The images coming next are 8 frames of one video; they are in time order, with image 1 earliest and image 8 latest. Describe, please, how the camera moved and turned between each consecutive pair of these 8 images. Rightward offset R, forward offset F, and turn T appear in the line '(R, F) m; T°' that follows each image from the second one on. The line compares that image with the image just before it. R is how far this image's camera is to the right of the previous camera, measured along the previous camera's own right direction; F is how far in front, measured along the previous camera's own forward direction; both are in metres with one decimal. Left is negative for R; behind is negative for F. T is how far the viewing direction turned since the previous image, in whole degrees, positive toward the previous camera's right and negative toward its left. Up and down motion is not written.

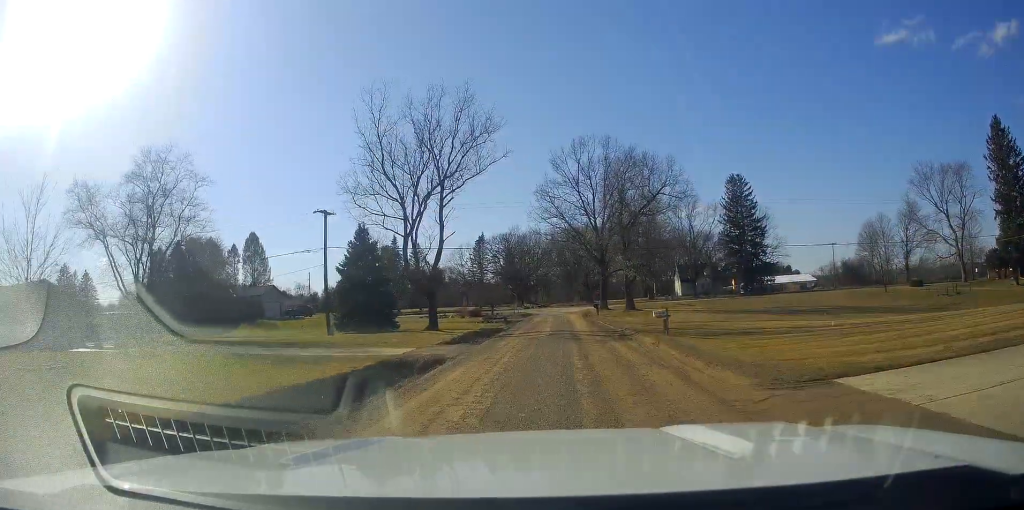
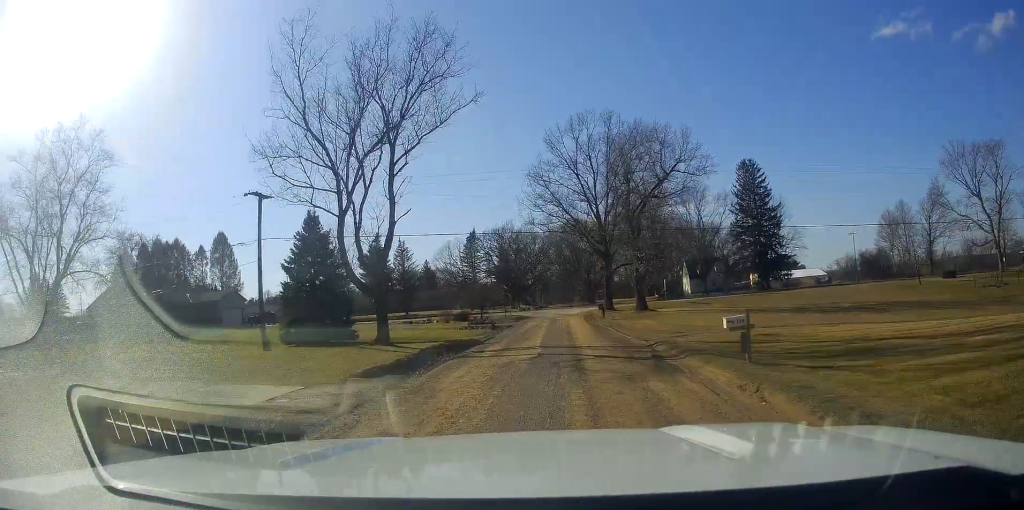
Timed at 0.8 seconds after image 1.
(-0.1, +10.5) m; -1°
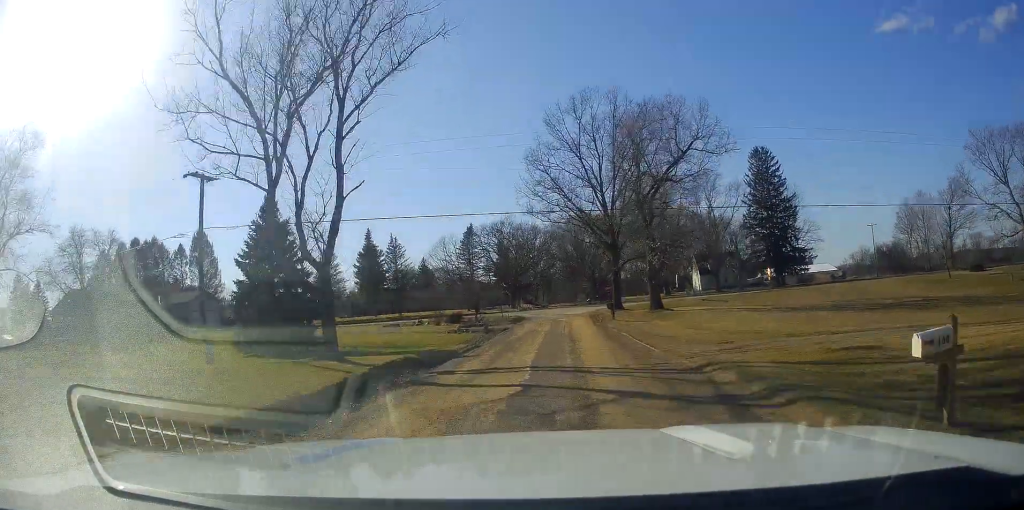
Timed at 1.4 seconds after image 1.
(0.0, +6.9) m; 0°
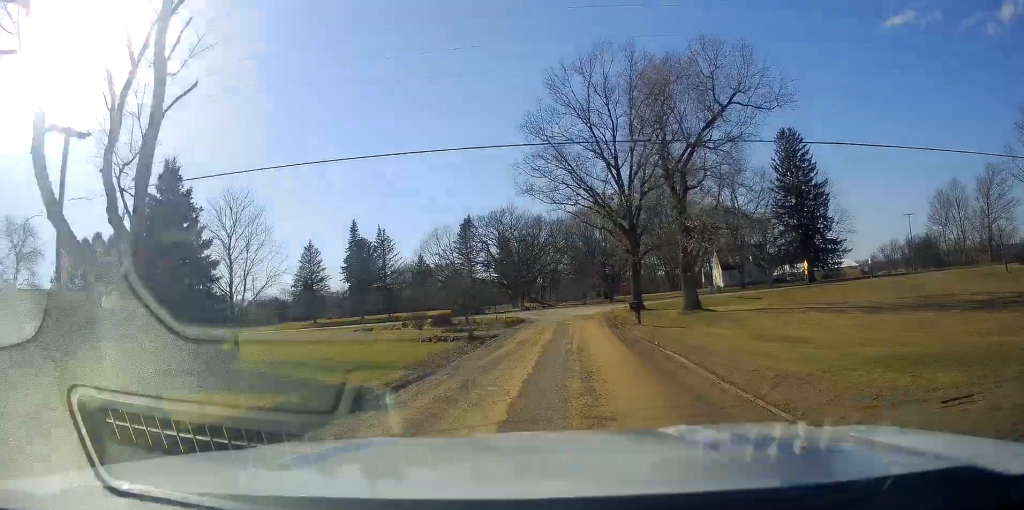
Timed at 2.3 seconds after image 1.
(0.0, +10.2) m; 0°
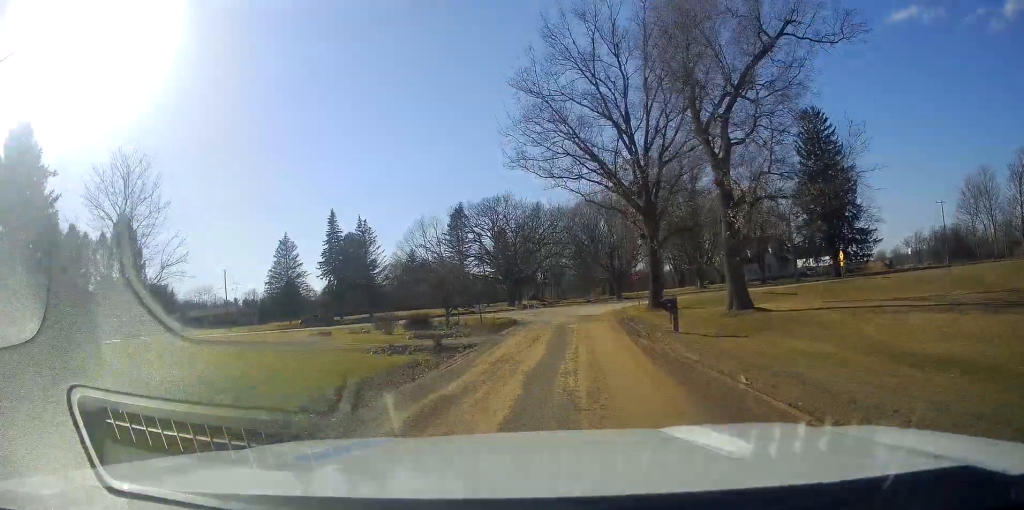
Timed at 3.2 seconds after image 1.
(0.0, +9.3) m; 0°
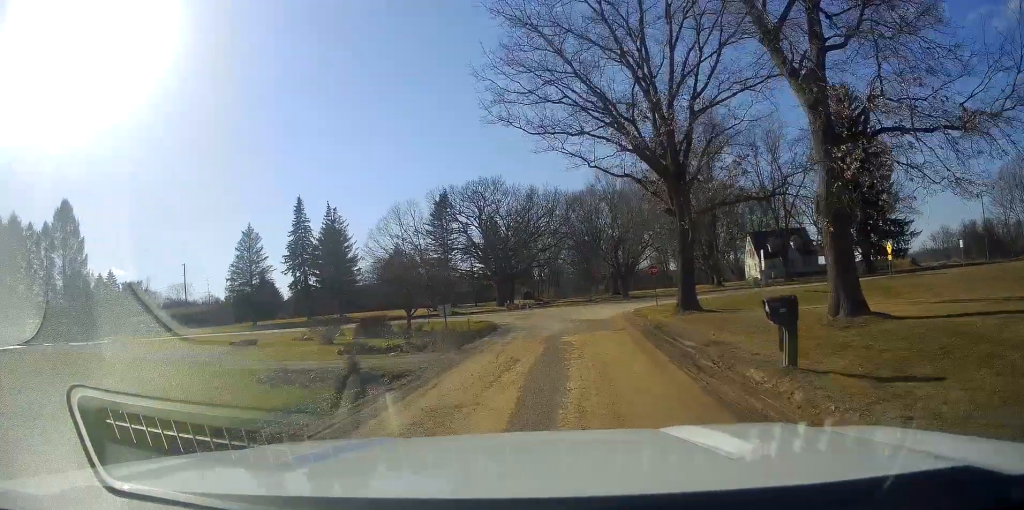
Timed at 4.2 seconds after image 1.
(+0.1, +11.2) m; +2°
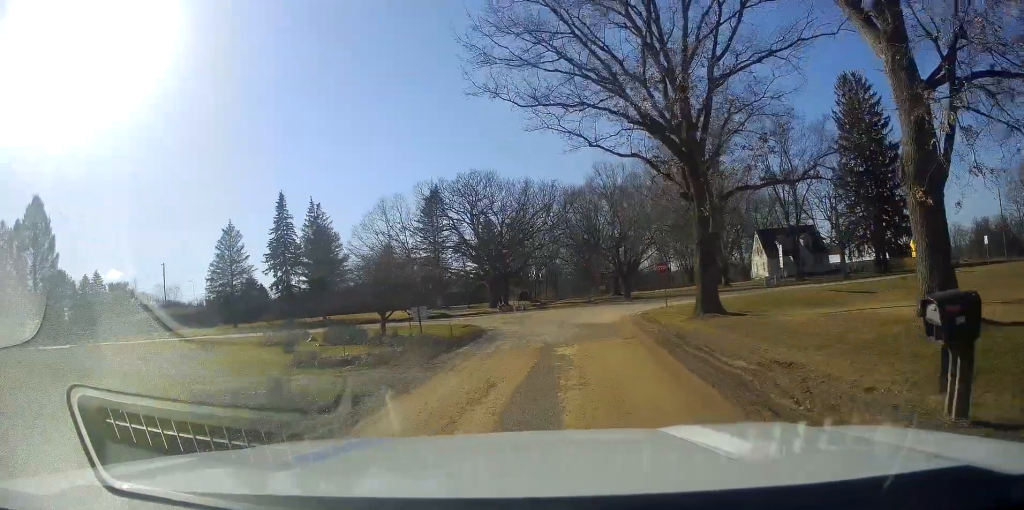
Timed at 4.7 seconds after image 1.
(+0.1, +5.0) m; 0°
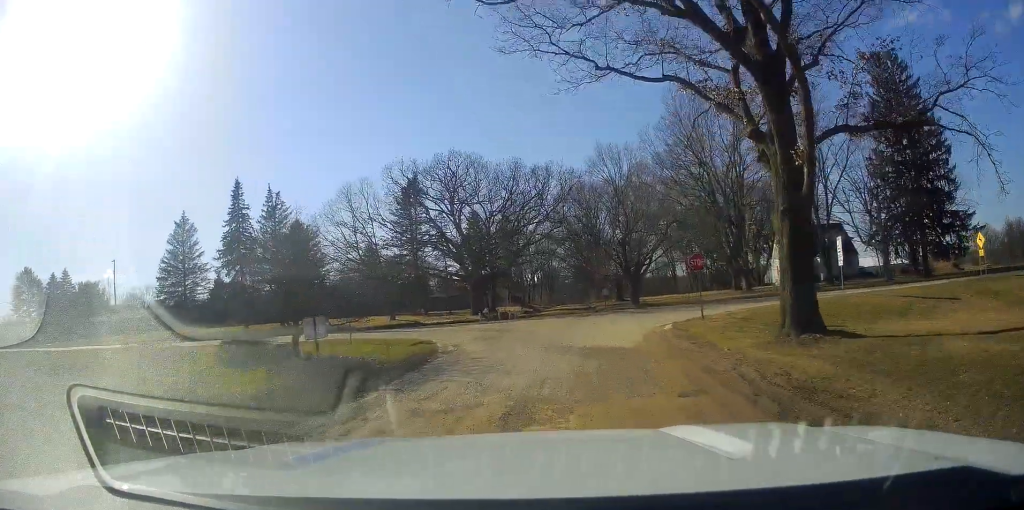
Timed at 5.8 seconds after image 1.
(-0.1, +11.3) m; -2°
